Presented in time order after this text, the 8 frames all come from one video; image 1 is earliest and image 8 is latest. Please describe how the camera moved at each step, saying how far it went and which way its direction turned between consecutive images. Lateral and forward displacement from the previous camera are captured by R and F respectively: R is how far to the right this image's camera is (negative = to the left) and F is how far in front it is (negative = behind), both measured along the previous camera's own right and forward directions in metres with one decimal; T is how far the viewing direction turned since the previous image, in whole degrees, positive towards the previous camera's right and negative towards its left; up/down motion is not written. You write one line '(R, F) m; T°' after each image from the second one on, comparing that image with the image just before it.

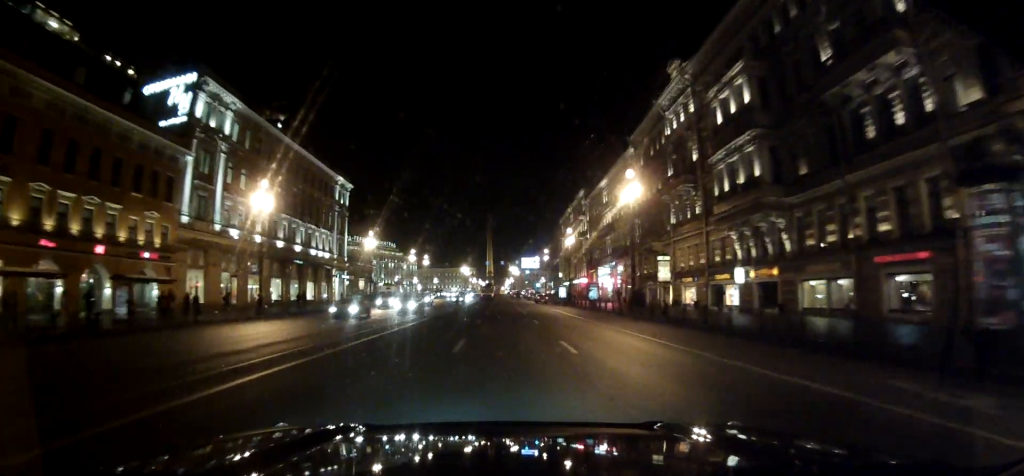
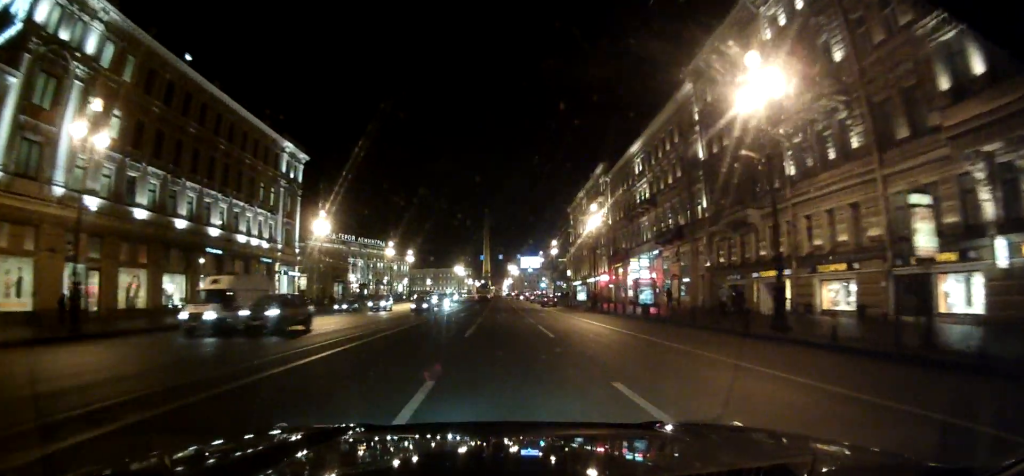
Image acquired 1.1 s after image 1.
(-0.8, +18.9) m; -4°
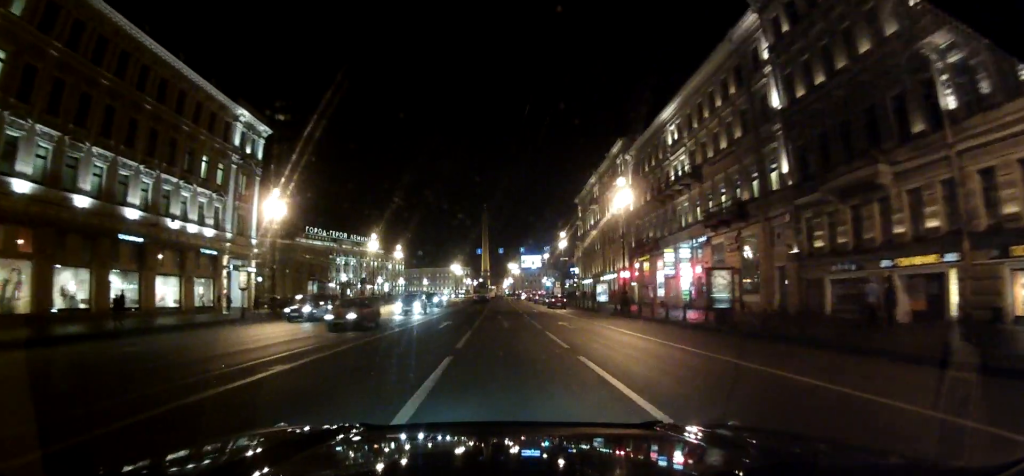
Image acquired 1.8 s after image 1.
(-0.2, +11.8) m; -1°
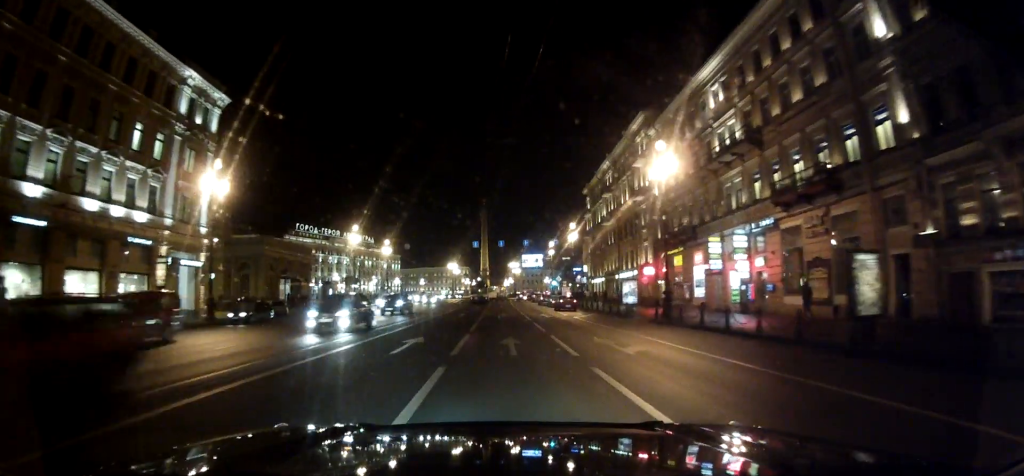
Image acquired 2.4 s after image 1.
(0.0, +10.0) m; 0°
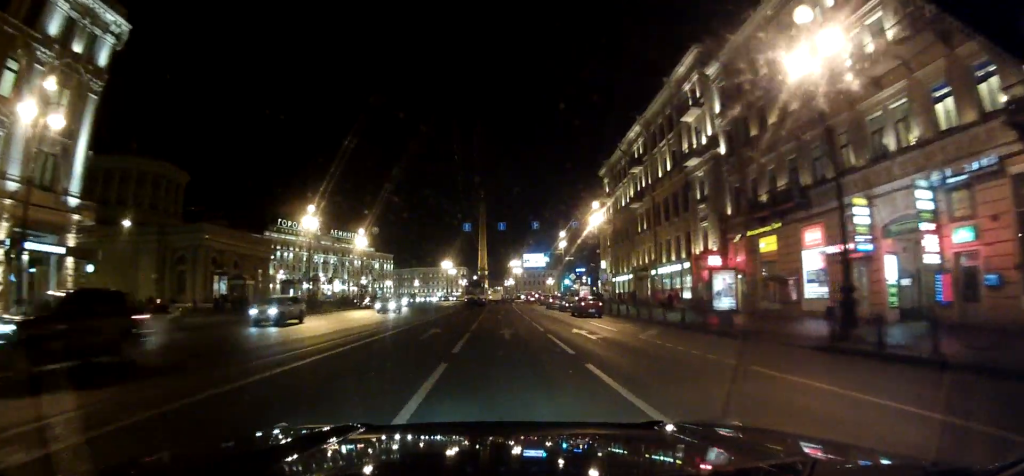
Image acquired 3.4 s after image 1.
(0.0, +16.5) m; -1°
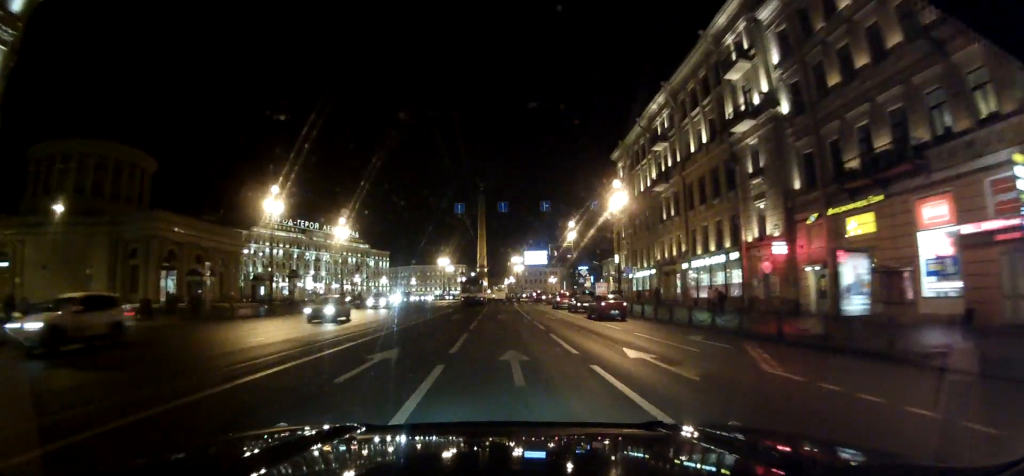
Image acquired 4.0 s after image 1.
(-0.3, +9.0) m; +1°
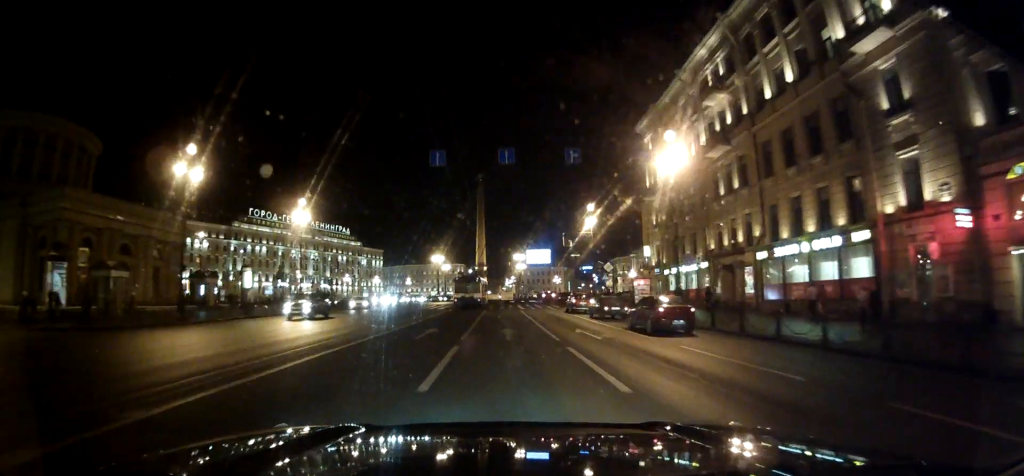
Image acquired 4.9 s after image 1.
(+0.4, +13.3) m; +3°
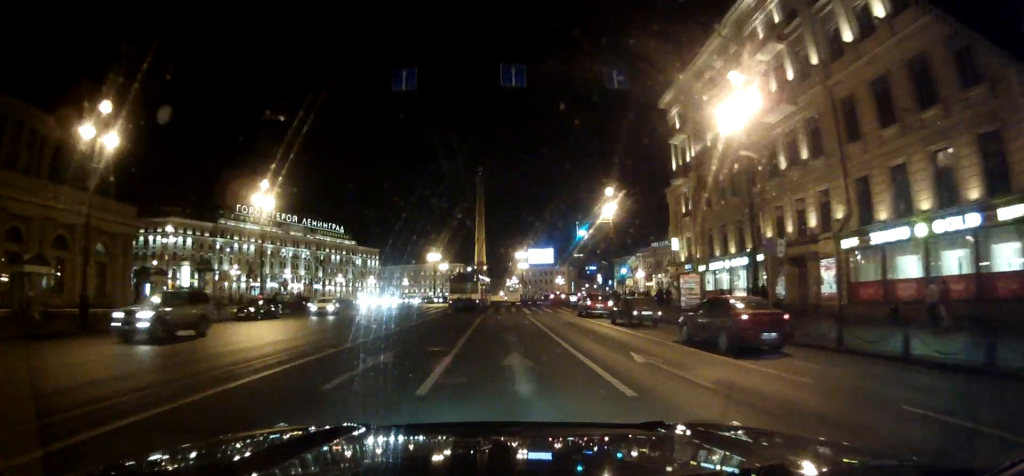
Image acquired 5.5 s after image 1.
(+0.3, +9.0) m; +2°
